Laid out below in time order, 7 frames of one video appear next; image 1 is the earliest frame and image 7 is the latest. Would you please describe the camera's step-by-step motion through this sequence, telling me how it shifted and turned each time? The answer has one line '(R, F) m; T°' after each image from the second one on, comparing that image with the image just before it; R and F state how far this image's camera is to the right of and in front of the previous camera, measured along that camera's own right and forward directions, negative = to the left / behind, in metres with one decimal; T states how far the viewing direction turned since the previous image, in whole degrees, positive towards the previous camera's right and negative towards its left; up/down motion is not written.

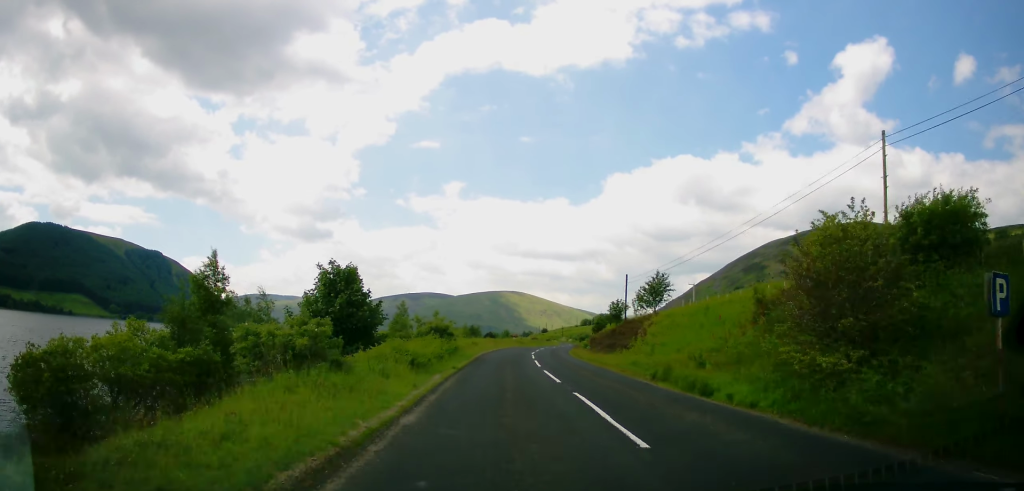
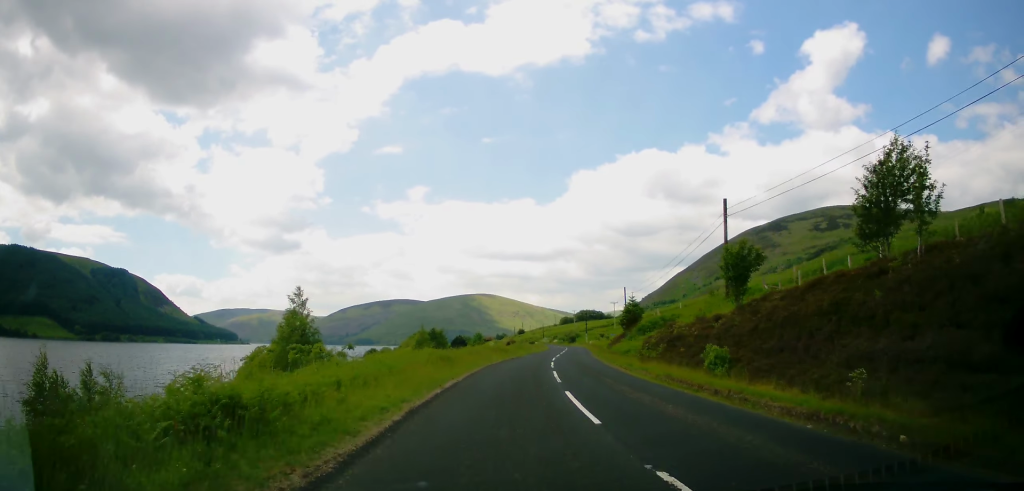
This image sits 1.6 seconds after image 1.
(+0.5, +34.6) m; +2°
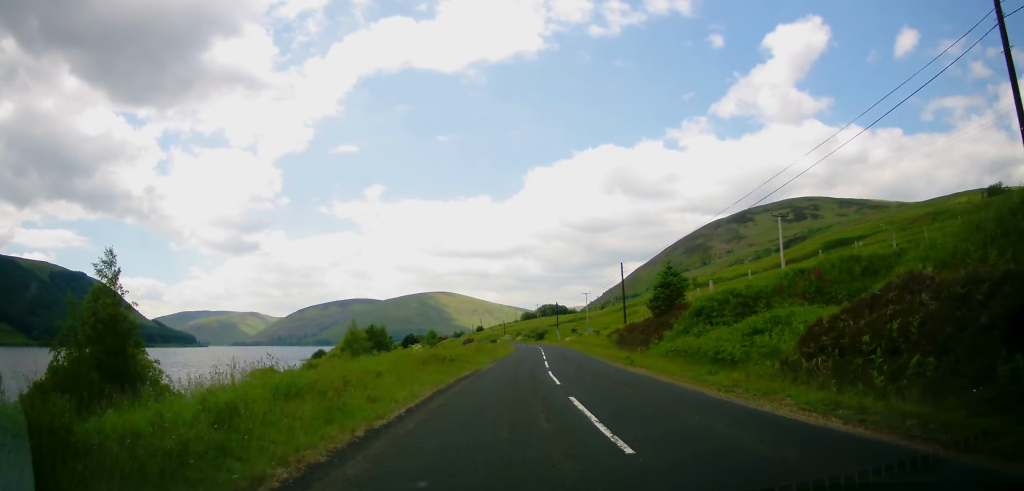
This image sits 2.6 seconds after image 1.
(+0.6, +21.7) m; +2°
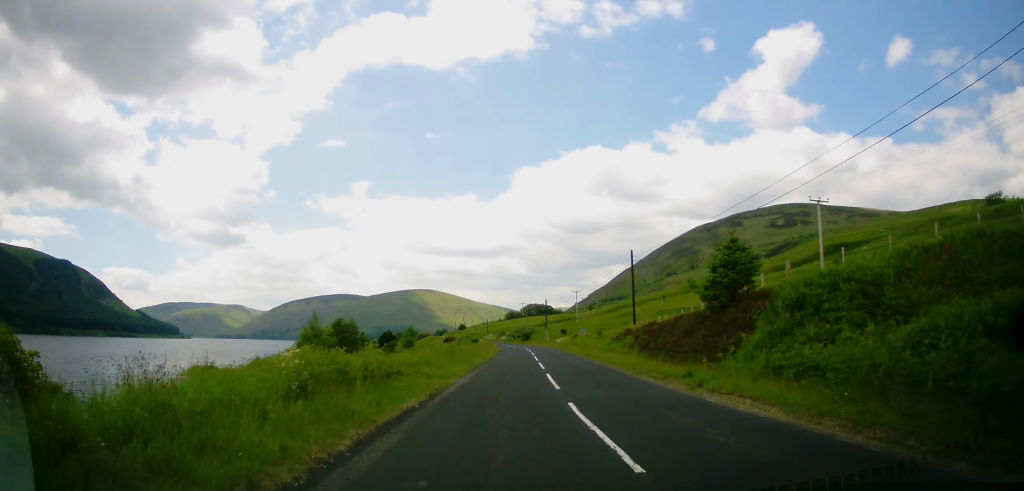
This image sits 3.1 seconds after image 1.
(+0.1, +10.2) m; +2°
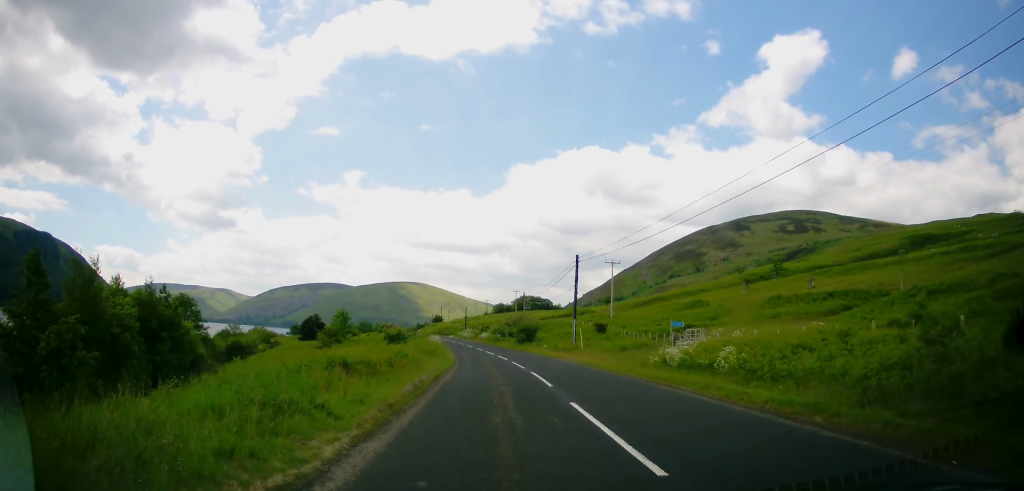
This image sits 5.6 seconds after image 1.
(+2.0, +56.0) m; +1°
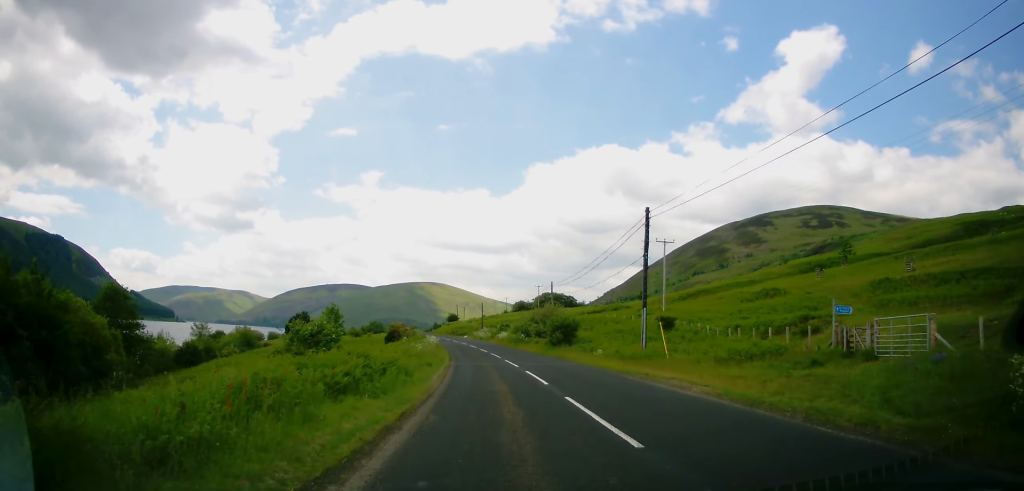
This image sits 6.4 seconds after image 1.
(0.0, +17.5) m; -1°
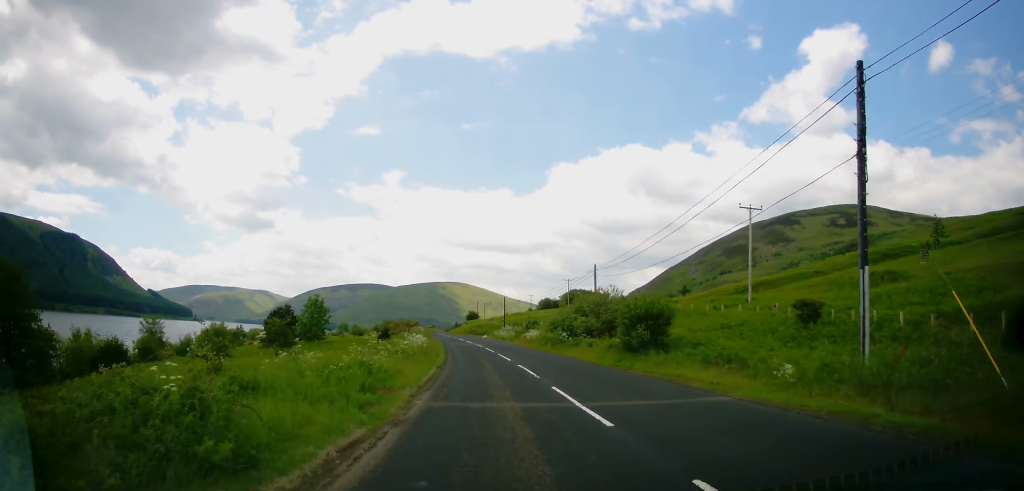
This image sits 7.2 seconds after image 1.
(-0.3, +17.6) m; -3°
